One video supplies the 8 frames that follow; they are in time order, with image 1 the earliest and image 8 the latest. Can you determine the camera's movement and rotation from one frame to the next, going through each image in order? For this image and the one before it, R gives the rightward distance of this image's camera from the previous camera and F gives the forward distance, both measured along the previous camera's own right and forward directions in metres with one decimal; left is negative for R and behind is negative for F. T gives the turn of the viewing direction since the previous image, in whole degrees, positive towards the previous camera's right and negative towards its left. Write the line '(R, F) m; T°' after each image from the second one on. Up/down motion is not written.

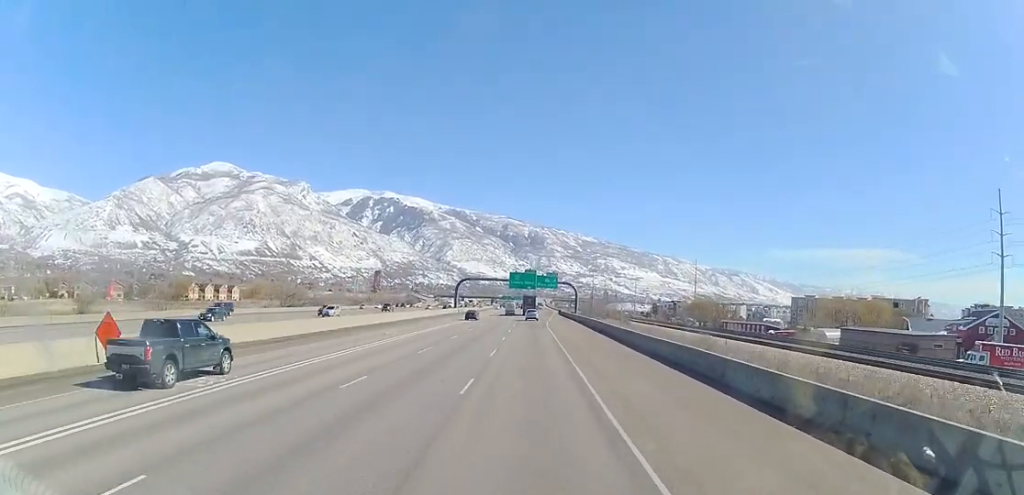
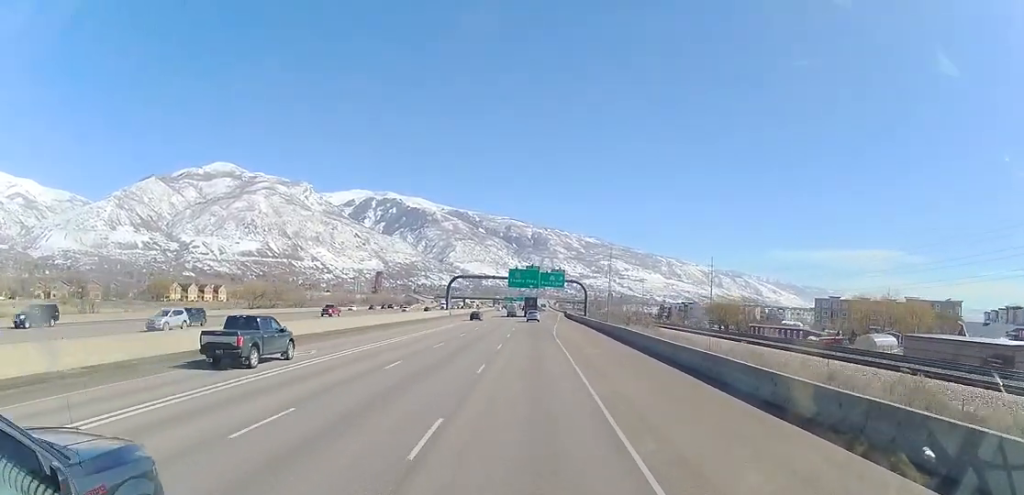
(0.0, +19.2) m; 0°
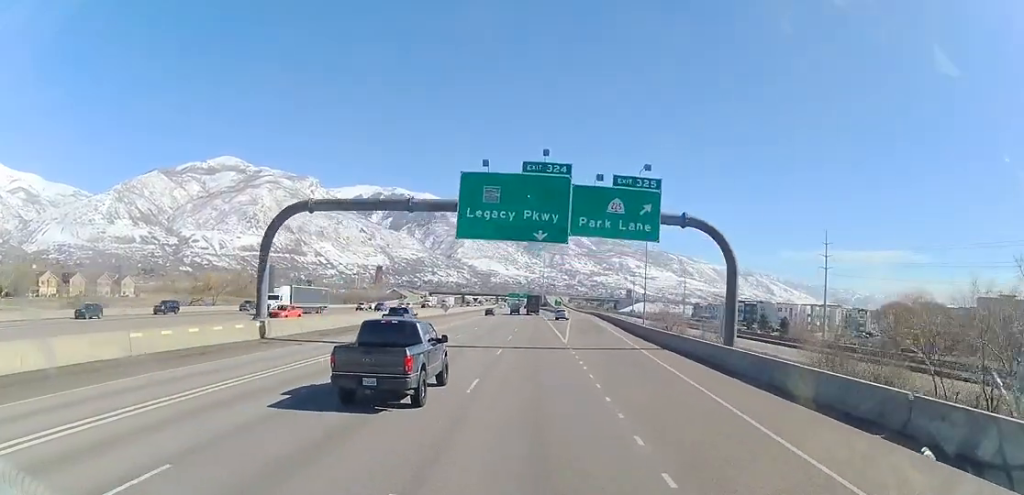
(-1.1, +91.4) m; -1°
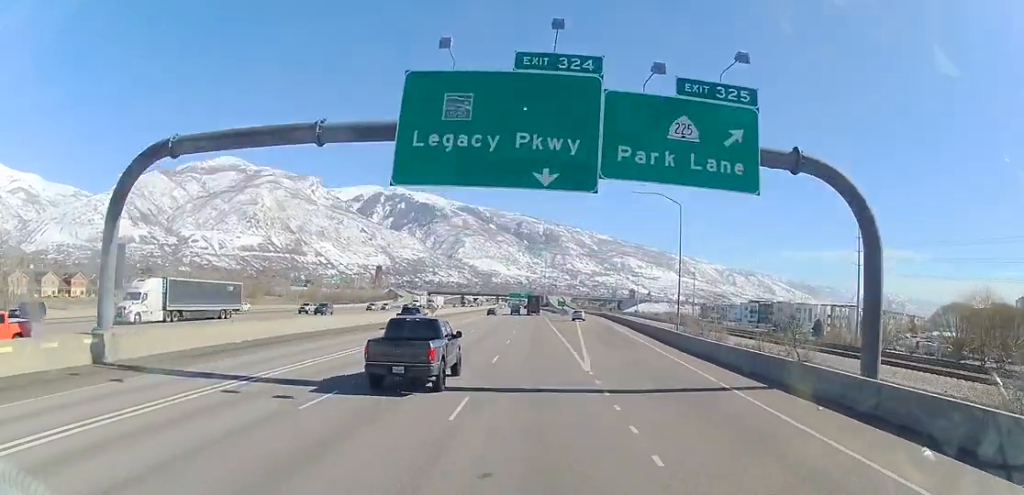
(+0.1, +16.6) m; +1°
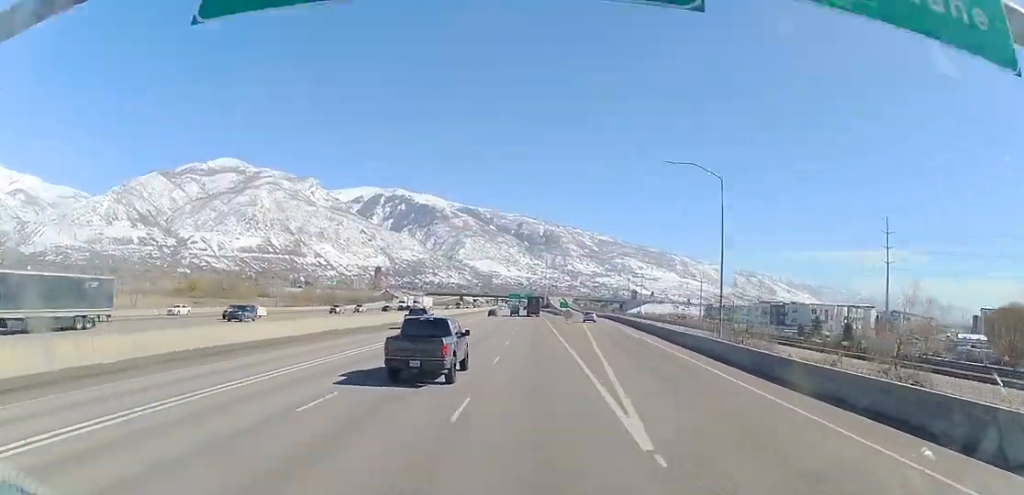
(-0.1, +12.7) m; +1°
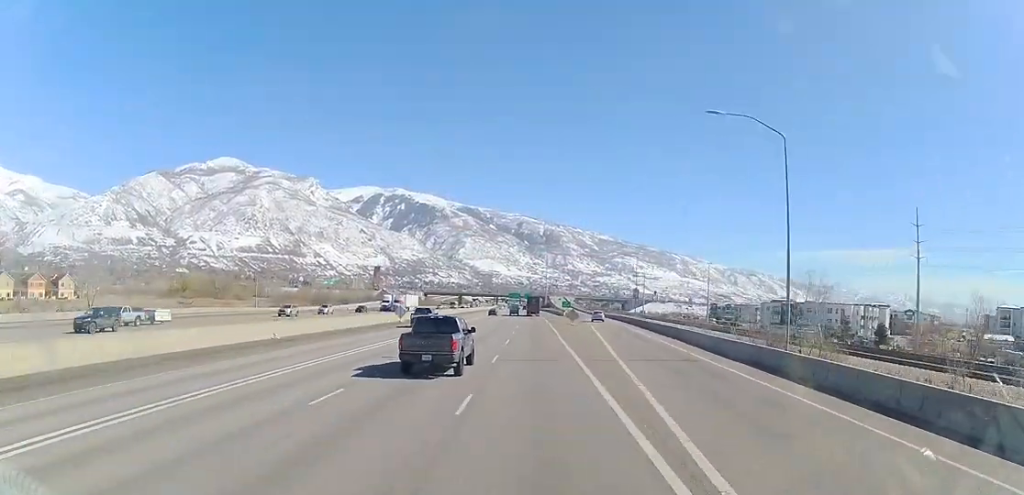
(+0.1, +11.8) m; 0°
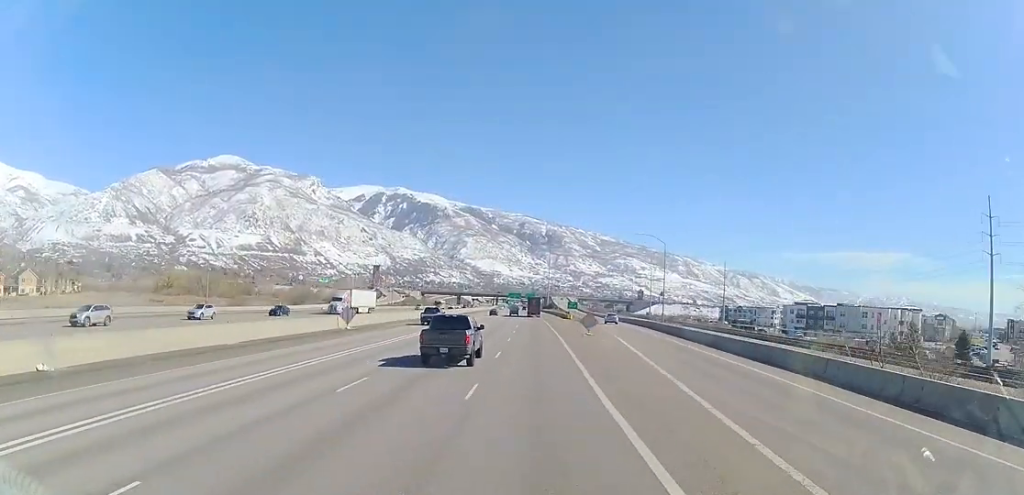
(+0.3, +22.7) m; -1°
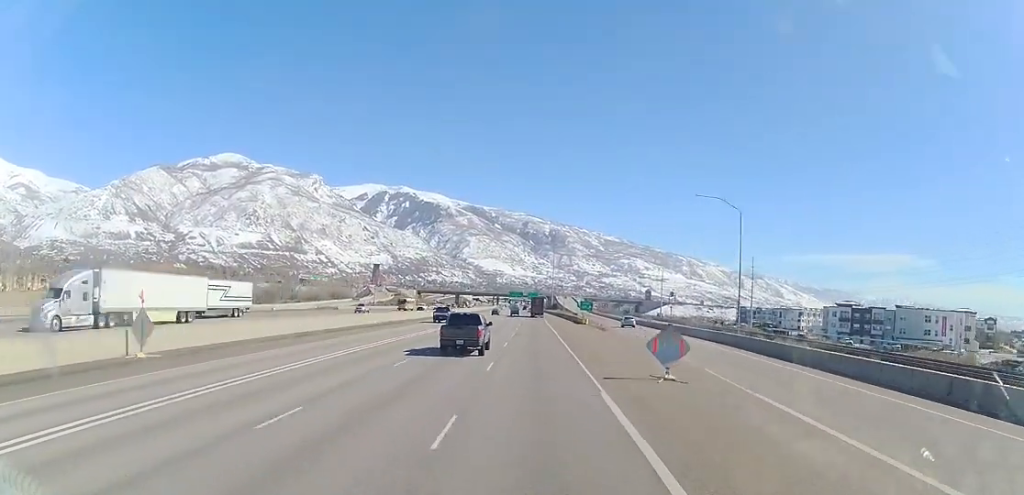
(-0.7, +30.9) m; -1°
